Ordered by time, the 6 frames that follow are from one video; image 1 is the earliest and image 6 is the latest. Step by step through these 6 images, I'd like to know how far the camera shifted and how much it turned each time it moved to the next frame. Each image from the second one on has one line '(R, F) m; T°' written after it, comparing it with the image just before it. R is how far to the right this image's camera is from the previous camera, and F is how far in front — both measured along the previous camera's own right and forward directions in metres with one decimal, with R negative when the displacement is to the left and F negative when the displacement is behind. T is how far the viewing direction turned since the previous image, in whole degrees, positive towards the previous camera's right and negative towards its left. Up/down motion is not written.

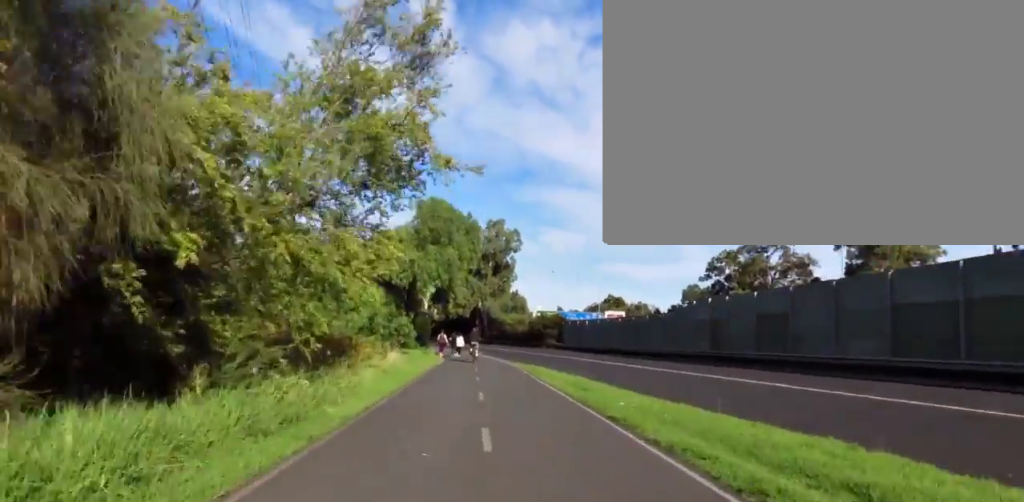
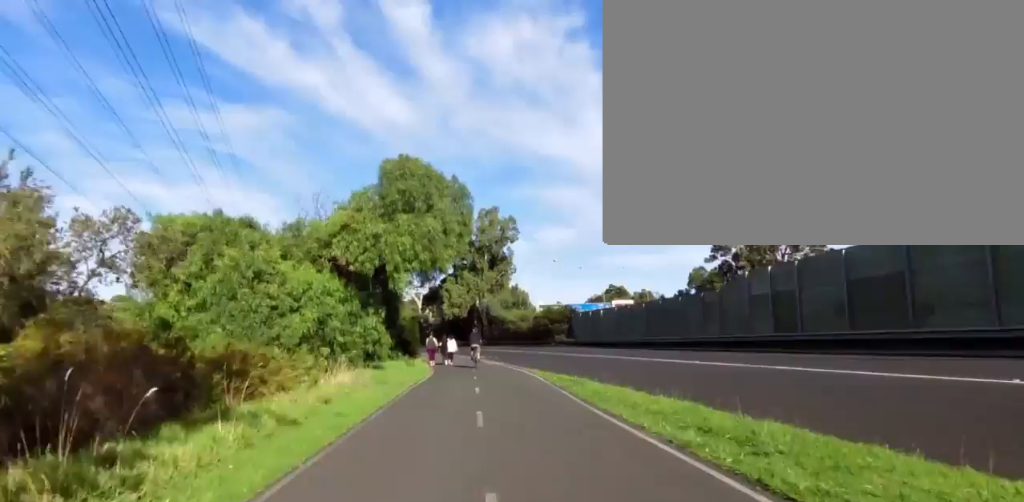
(-0.1, +8.6) m; 0°
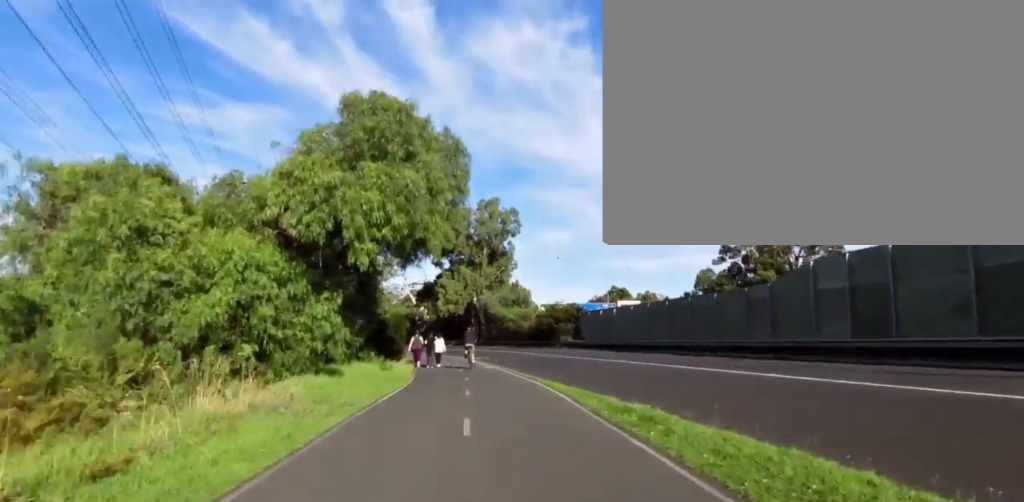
(+0.2, +6.4) m; 0°
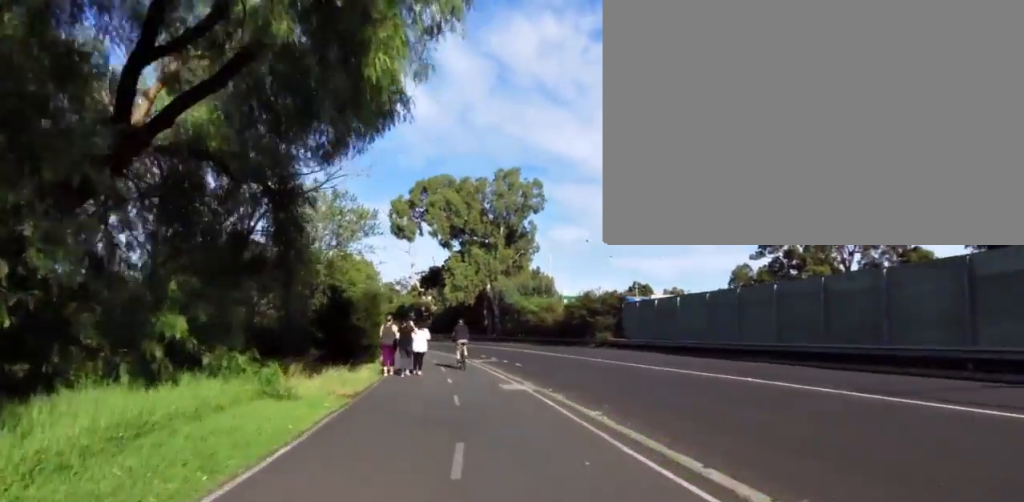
(-0.2, +12.4) m; +1°
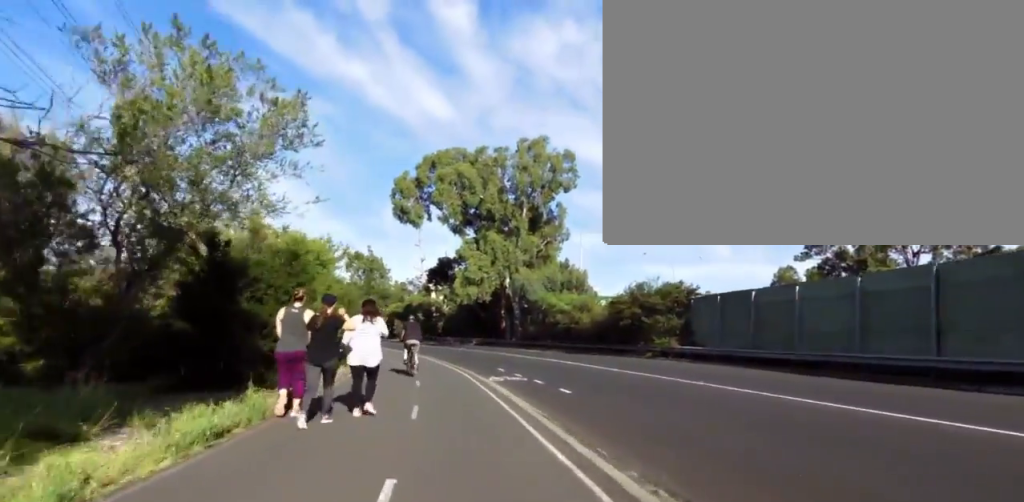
(+0.3, +10.1) m; -7°
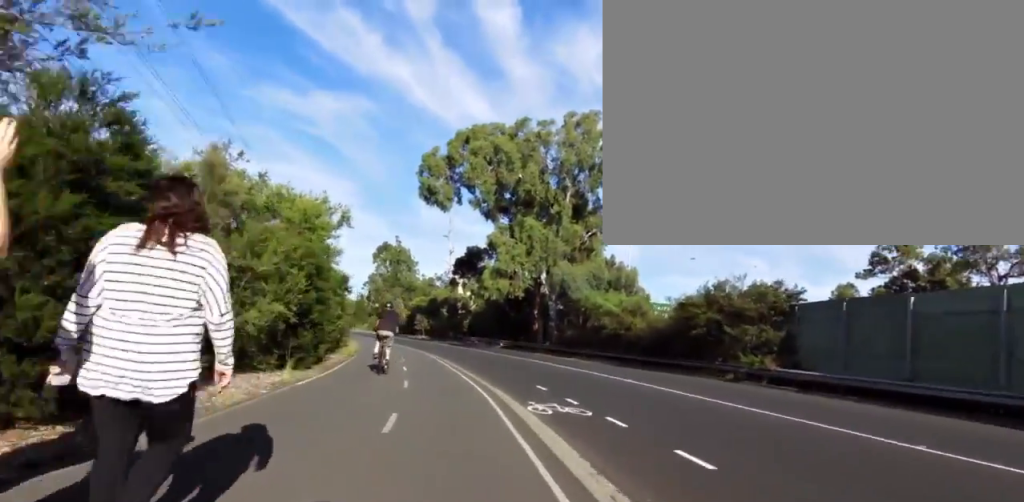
(-0.9, +6.4) m; -9°
